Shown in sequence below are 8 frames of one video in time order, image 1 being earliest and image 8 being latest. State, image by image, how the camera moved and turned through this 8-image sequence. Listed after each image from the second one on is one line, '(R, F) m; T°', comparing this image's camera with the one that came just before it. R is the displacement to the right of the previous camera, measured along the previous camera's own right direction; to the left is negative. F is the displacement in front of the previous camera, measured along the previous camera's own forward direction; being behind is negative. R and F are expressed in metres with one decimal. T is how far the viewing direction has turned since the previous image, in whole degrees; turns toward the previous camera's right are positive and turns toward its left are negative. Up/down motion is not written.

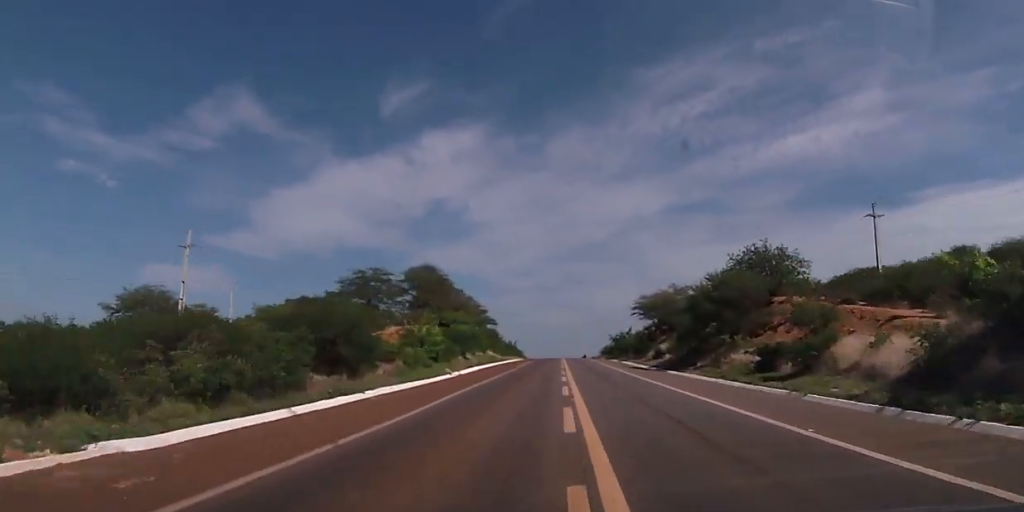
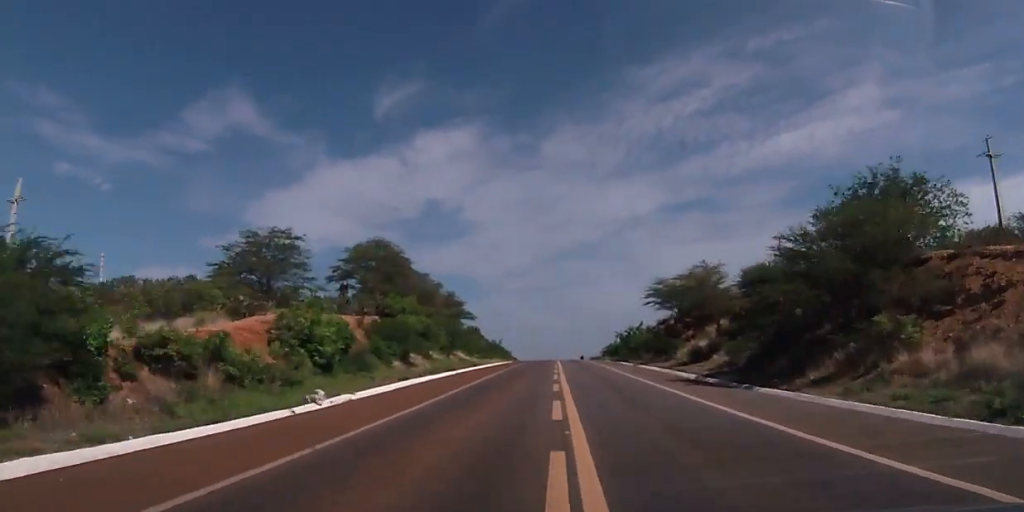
(+0.1, +22.2) m; +1°
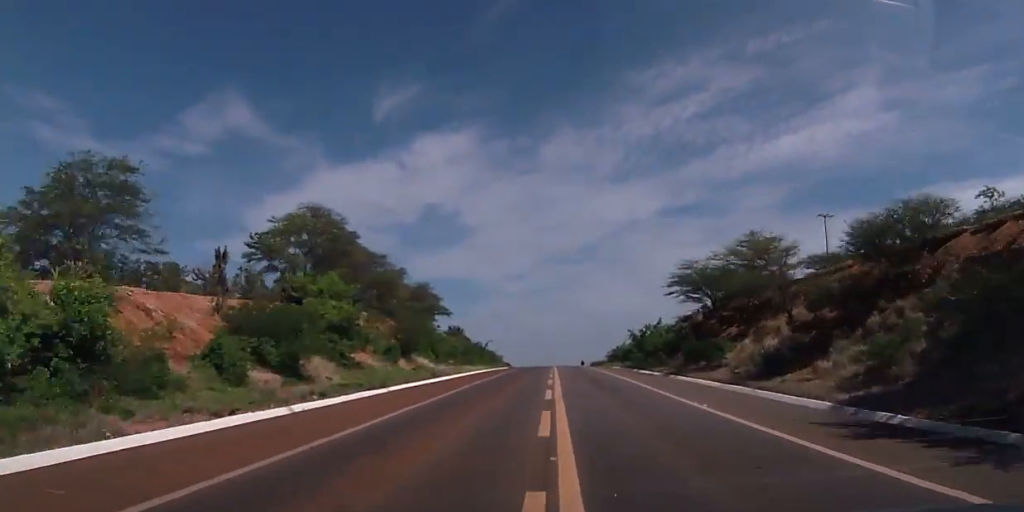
(+0.2, +18.2) m; +1°
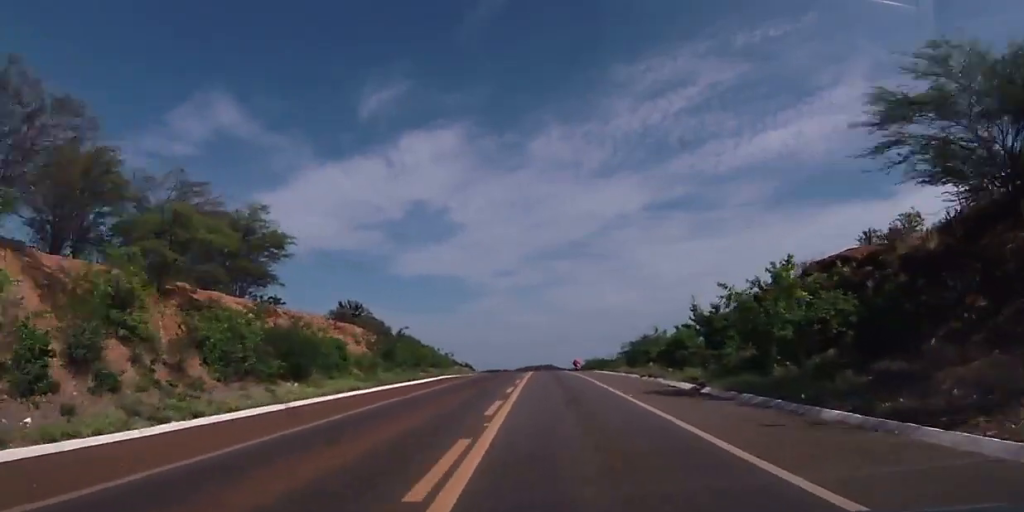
(-0.1, +45.3) m; 0°
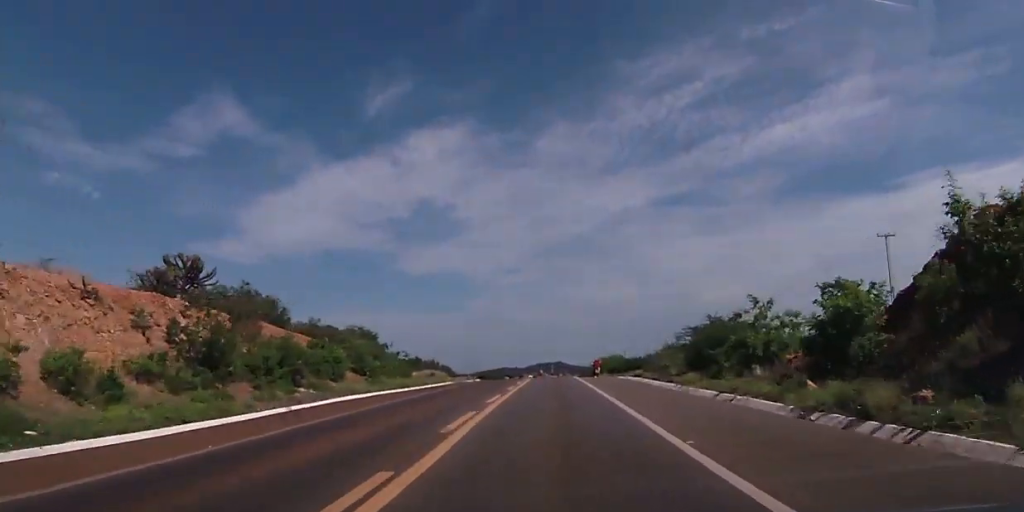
(+0.2, +27.1) m; 0°
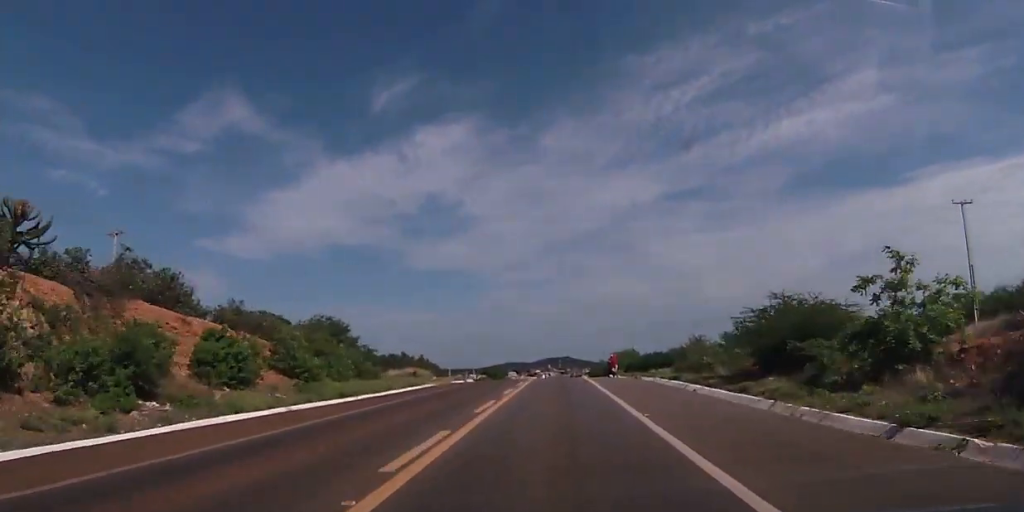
(0.0, +11.9) m; 0°
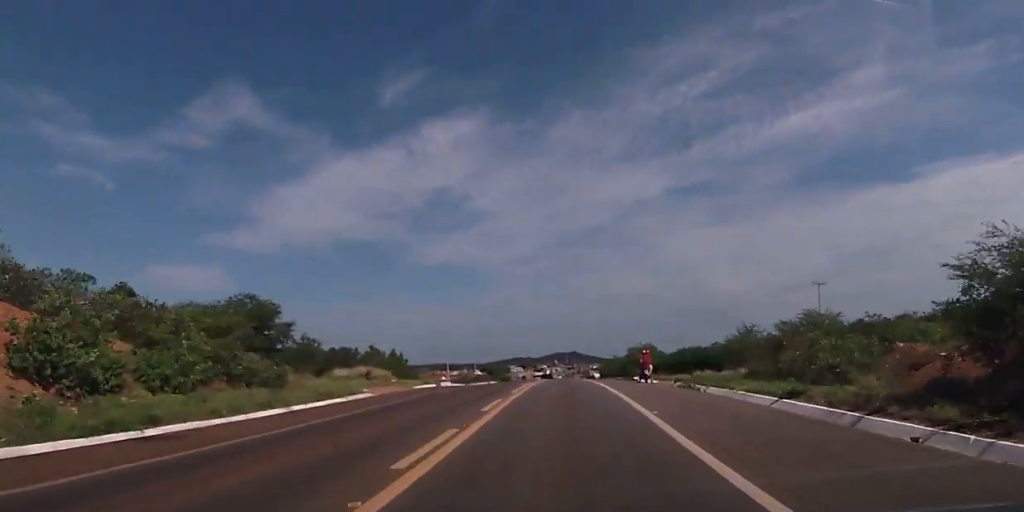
(0.0, +16.2) m; 0°
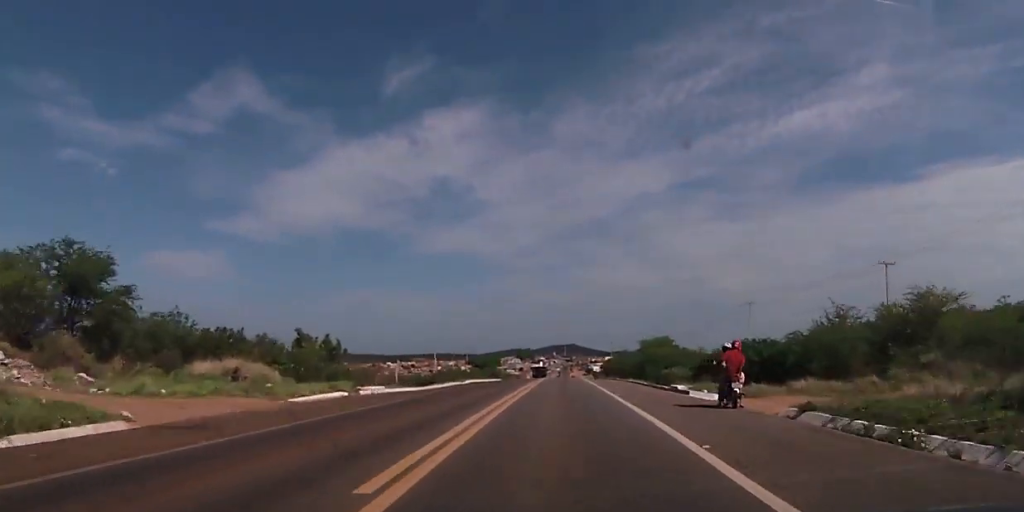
(+0.1, +18.0) m; -1°
